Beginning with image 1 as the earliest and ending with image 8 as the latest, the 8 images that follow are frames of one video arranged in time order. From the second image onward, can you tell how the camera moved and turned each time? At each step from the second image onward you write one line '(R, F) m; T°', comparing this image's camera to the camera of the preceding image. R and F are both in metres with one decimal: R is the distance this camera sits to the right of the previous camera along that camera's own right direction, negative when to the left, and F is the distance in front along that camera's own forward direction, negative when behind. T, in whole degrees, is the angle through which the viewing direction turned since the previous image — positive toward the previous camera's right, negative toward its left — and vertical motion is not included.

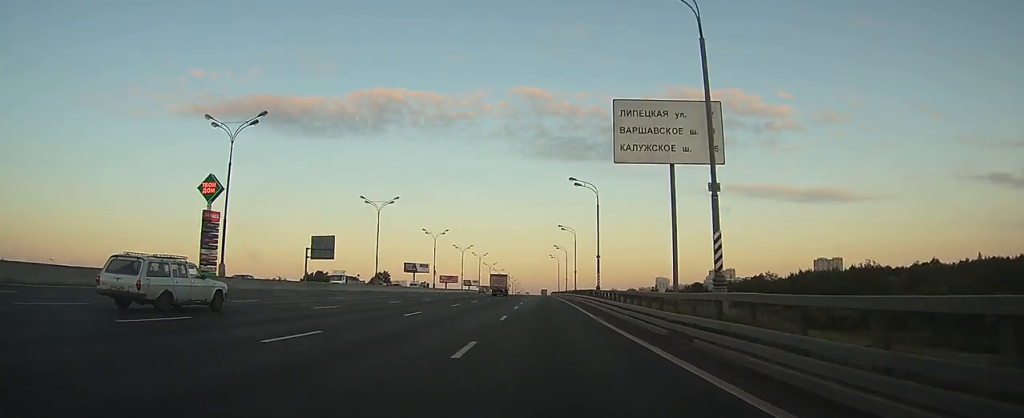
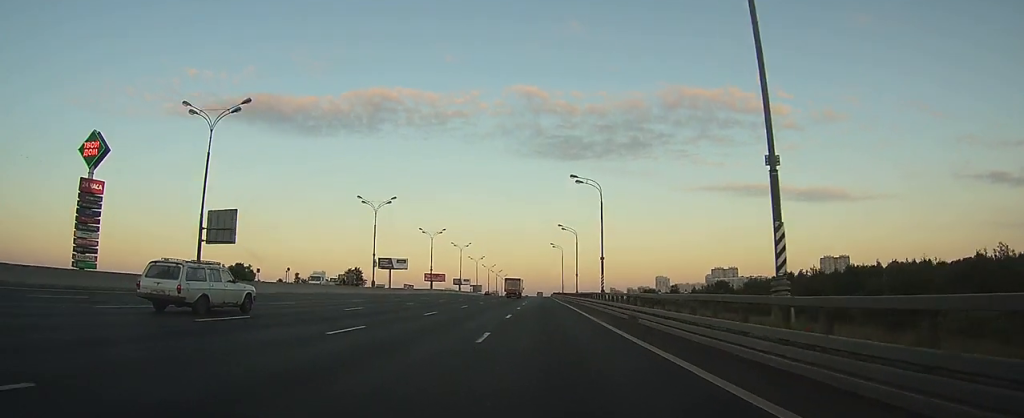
(0.0, +42.3) m; 0°
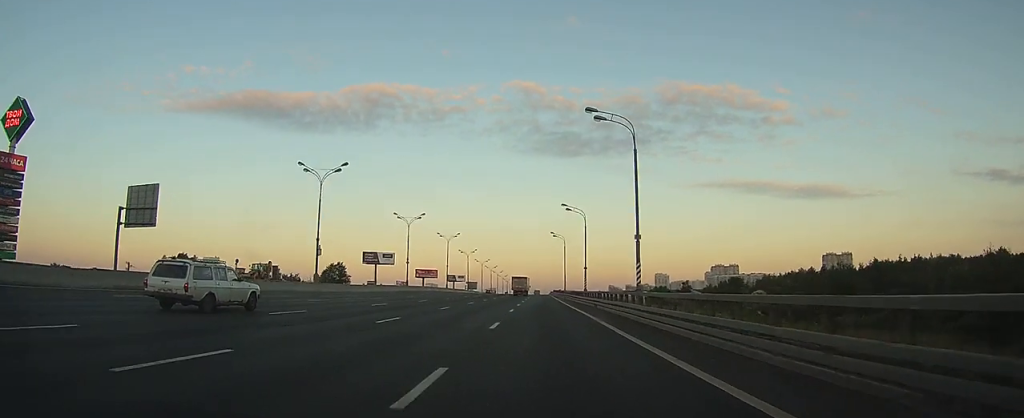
(+0.1, +19.5) m; 0°
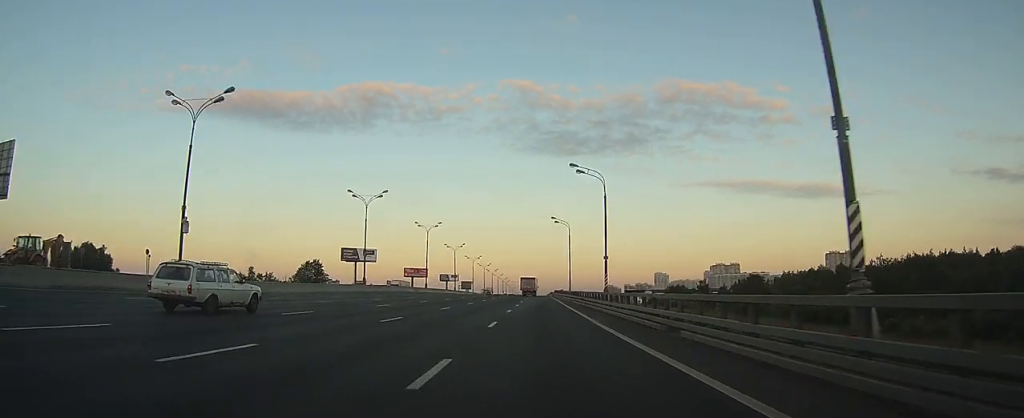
(0.0, +23.1) m; 0°
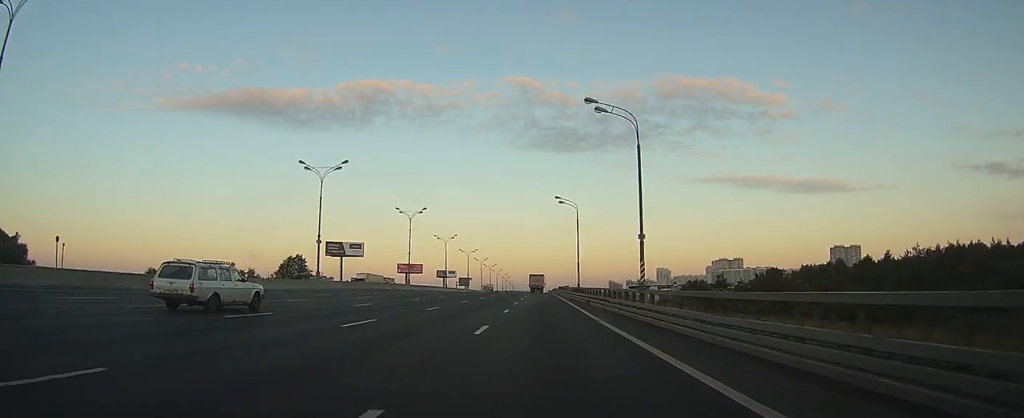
(0.0, +16.2) m; 0°
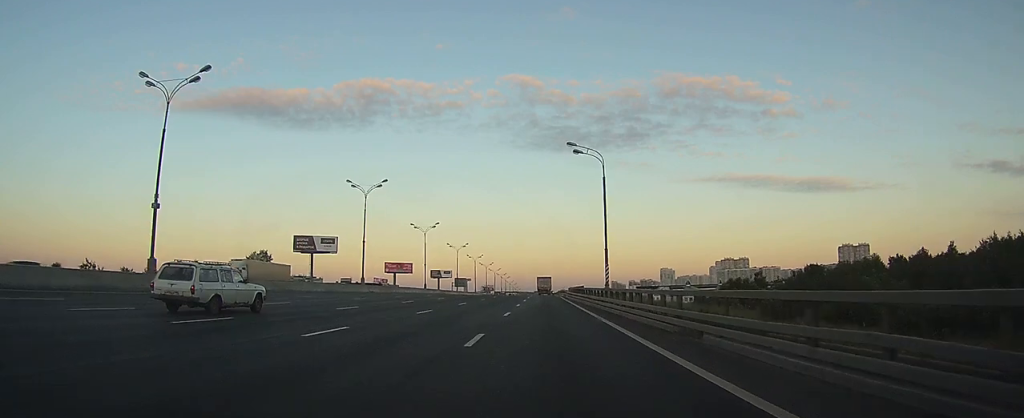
(0.0, +26.8) m; 0°
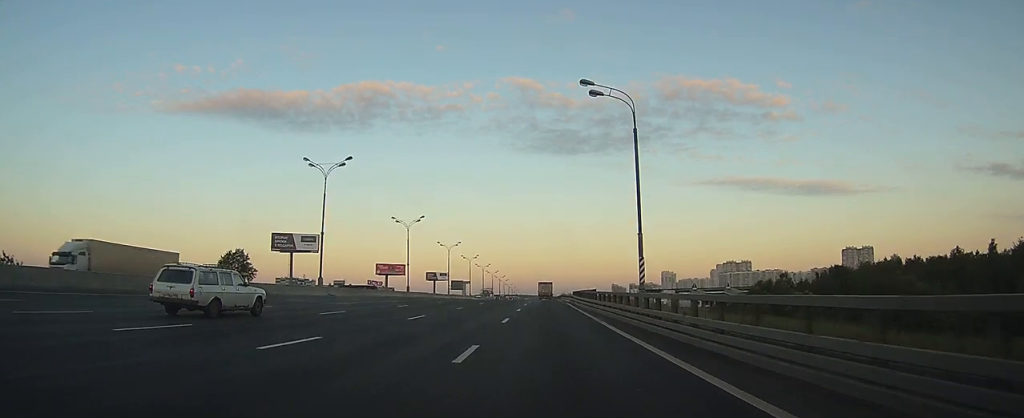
(-0.1, +14.2) m; 0°
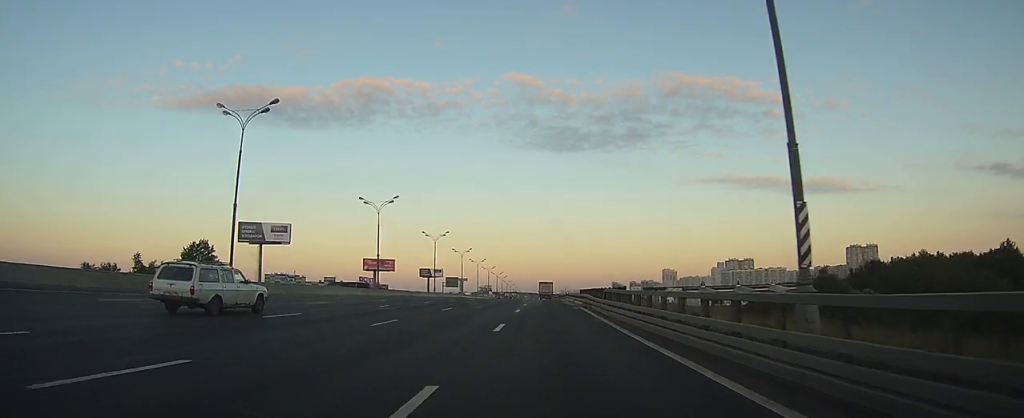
(+0.1, +17.6) m; 0°
